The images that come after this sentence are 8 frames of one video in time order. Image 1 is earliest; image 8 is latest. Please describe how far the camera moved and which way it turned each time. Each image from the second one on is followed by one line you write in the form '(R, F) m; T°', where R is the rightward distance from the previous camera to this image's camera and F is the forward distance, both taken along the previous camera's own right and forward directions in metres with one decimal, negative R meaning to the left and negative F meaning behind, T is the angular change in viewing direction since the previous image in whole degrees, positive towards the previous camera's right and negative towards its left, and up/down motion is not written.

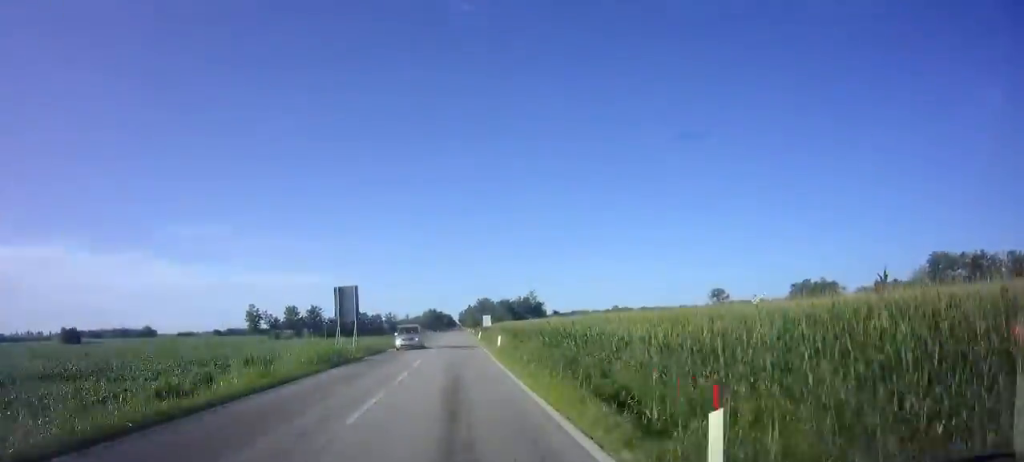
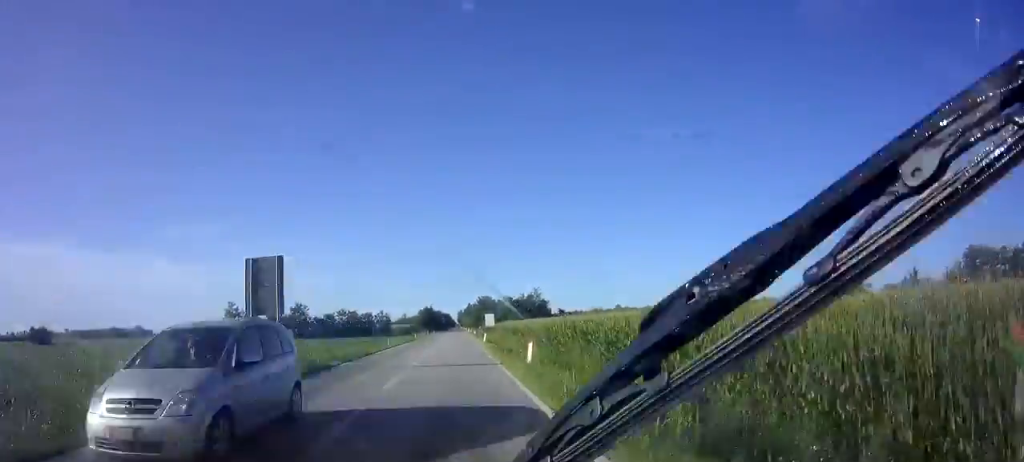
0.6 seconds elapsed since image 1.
(0.0, +13.0) m; 0°
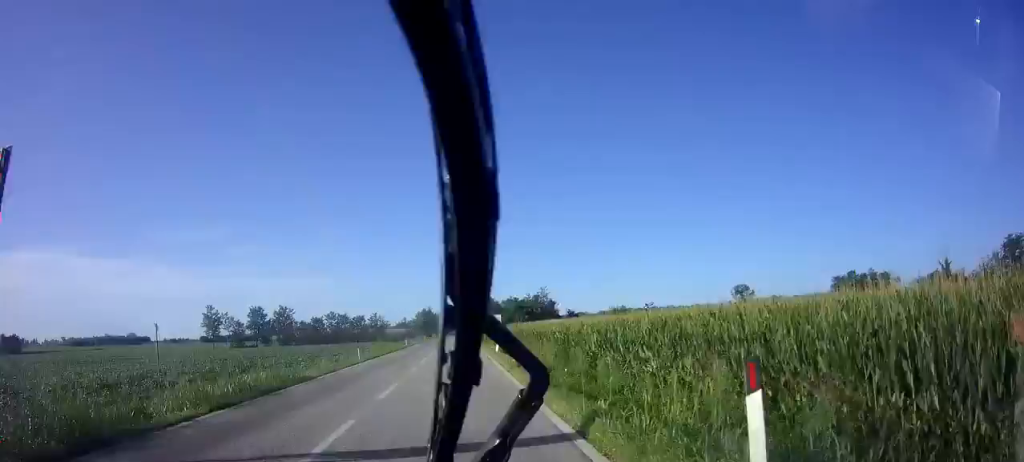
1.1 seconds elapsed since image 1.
(0.0, +12.3) m; 0°
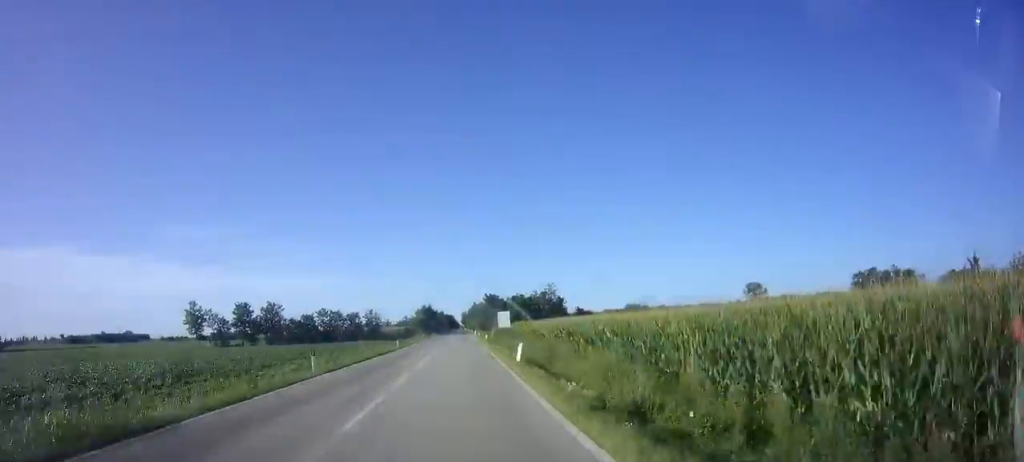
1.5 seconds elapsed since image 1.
(0.0, +10.1) m; 0°
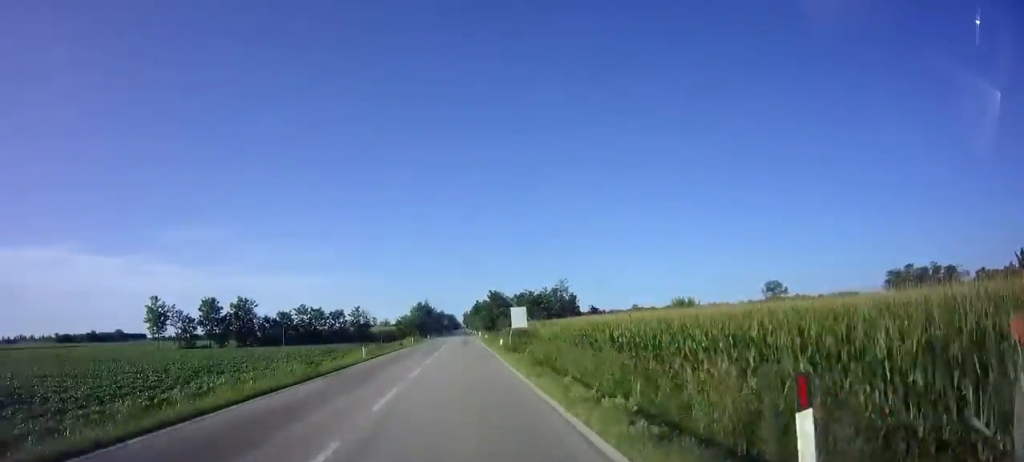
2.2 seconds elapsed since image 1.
(+0.1, +15.5) m; 0°
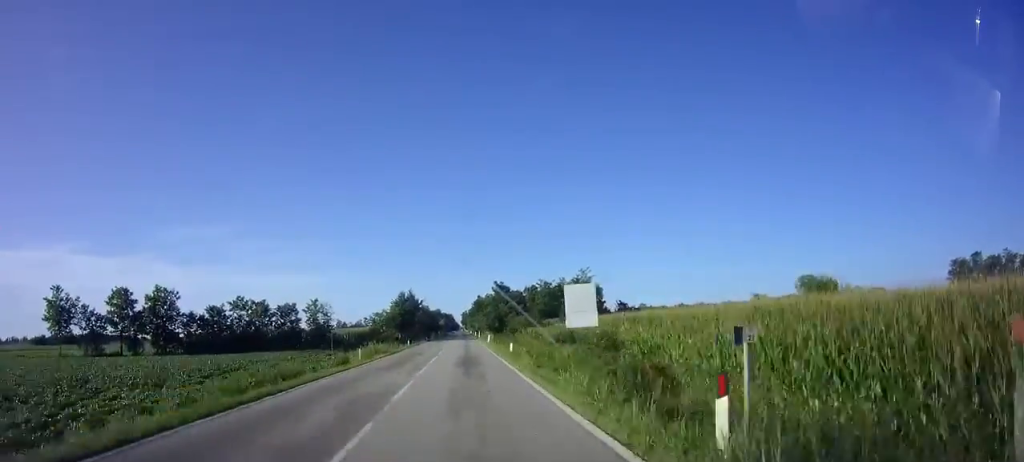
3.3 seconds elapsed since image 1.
(-0.2, +26.9) m; 0°
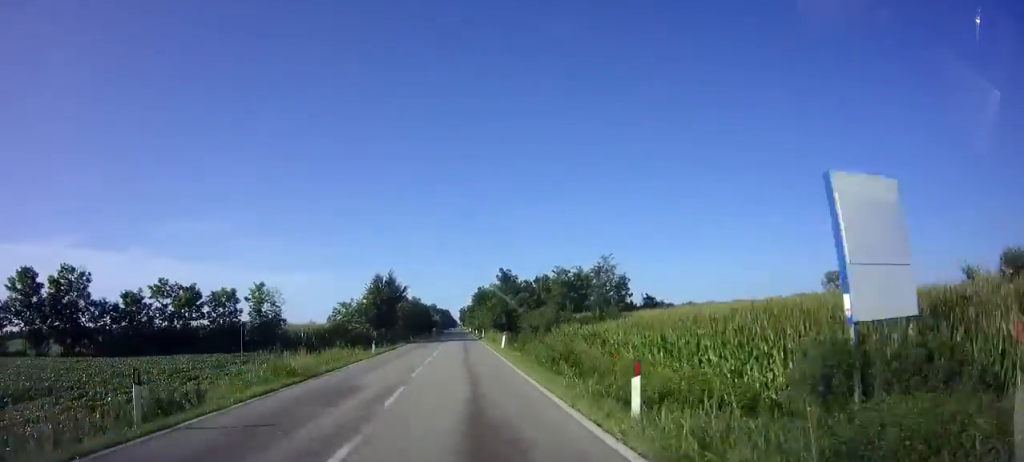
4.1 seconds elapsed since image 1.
(0.0, +18.5) m; 0°
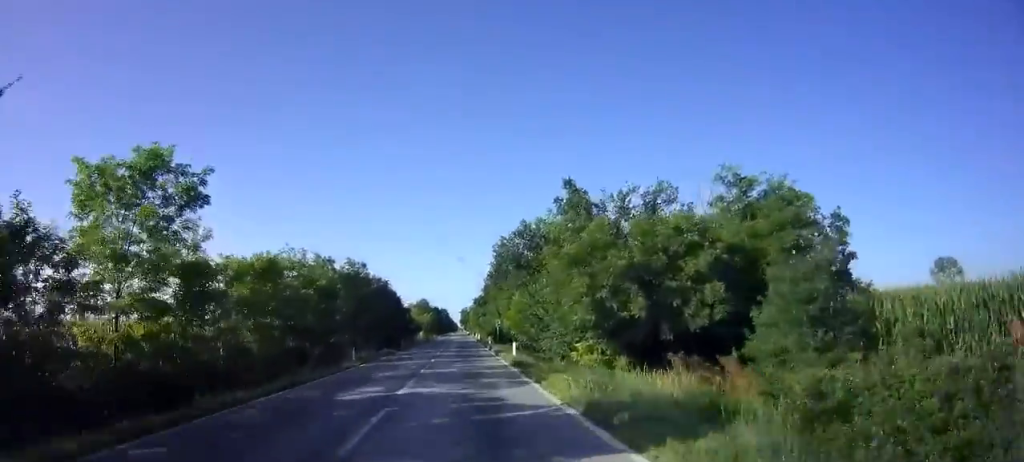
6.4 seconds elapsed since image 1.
(0.0, +55.9) m; 0°
